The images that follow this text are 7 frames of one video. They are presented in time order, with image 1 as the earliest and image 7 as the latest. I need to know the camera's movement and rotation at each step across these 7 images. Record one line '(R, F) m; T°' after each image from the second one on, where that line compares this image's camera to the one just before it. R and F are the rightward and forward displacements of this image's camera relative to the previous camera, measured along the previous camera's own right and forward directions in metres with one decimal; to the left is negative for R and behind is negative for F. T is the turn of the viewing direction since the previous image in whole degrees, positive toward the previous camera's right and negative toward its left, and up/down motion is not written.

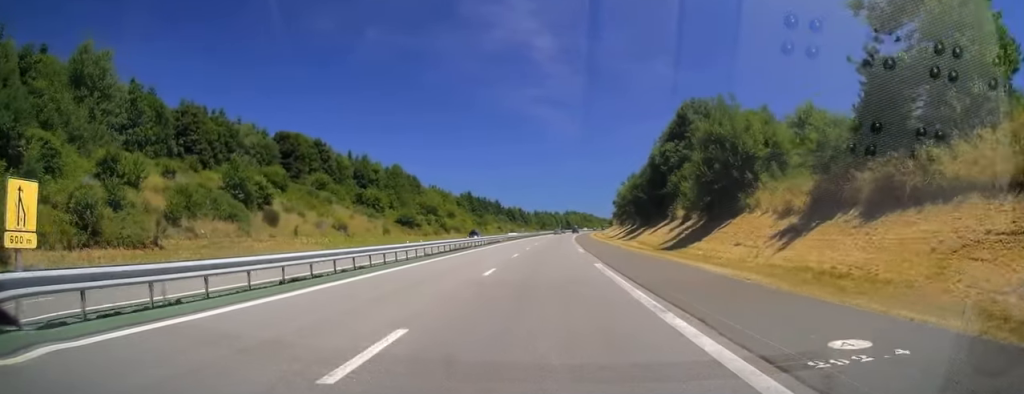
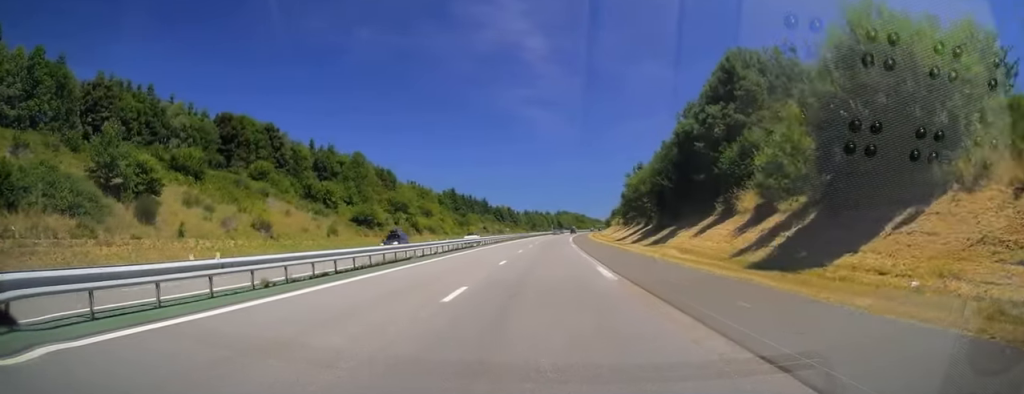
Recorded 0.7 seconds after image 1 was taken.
(0.0, +19.6) m; 0°
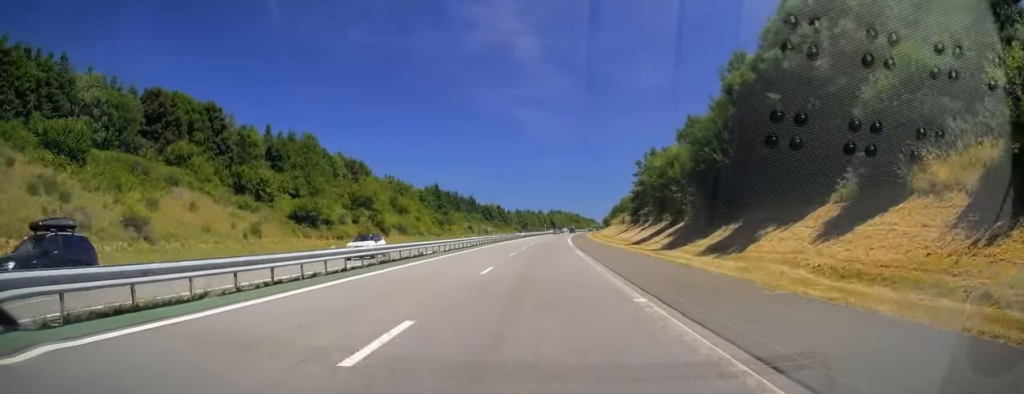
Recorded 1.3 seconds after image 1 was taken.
(0.0, +18.6) m; +1°
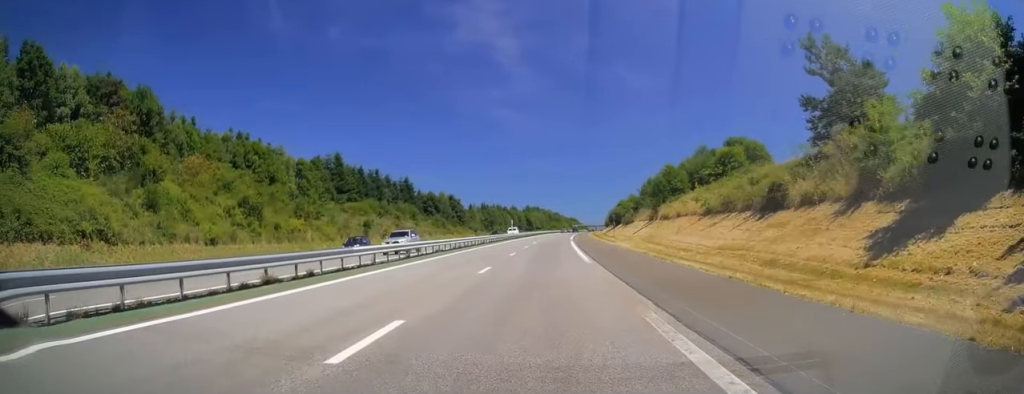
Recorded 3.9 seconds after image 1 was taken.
(+1.9, +77.8) m; +3°
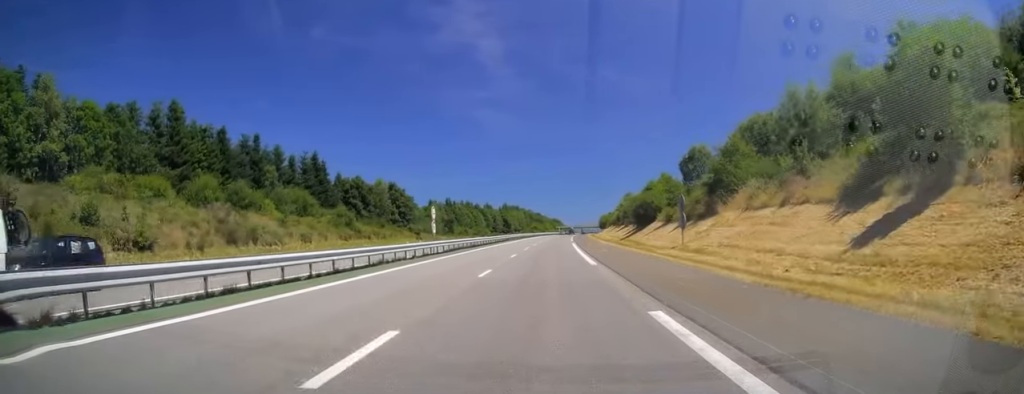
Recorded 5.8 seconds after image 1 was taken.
(+0.6, +52.9) m; +1°
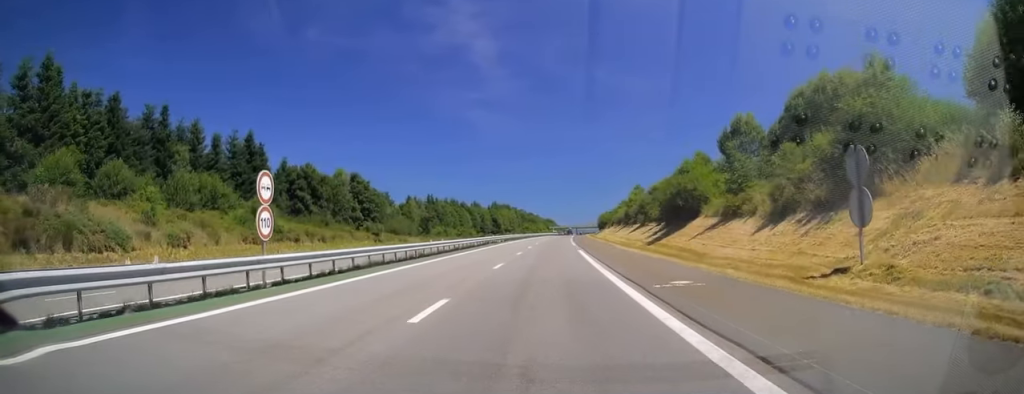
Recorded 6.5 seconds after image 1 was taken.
(+0.3, +22.0) m; +1°
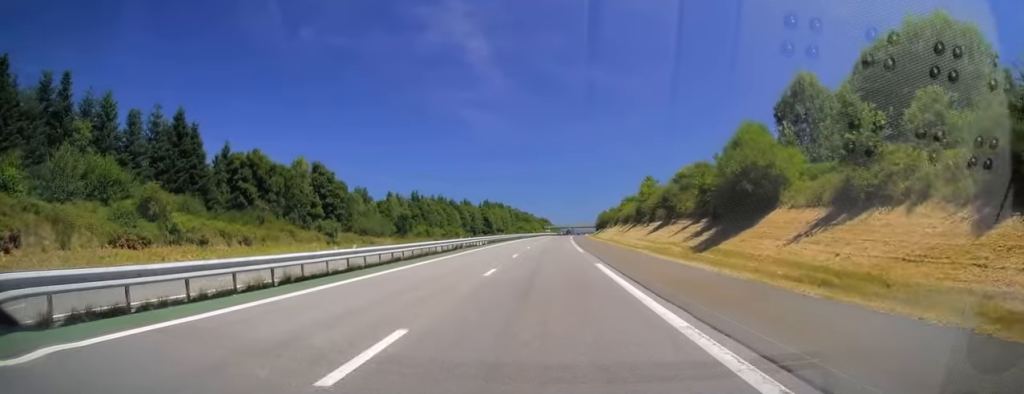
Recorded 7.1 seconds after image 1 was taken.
(+0.1, +16.7) m; +1°
